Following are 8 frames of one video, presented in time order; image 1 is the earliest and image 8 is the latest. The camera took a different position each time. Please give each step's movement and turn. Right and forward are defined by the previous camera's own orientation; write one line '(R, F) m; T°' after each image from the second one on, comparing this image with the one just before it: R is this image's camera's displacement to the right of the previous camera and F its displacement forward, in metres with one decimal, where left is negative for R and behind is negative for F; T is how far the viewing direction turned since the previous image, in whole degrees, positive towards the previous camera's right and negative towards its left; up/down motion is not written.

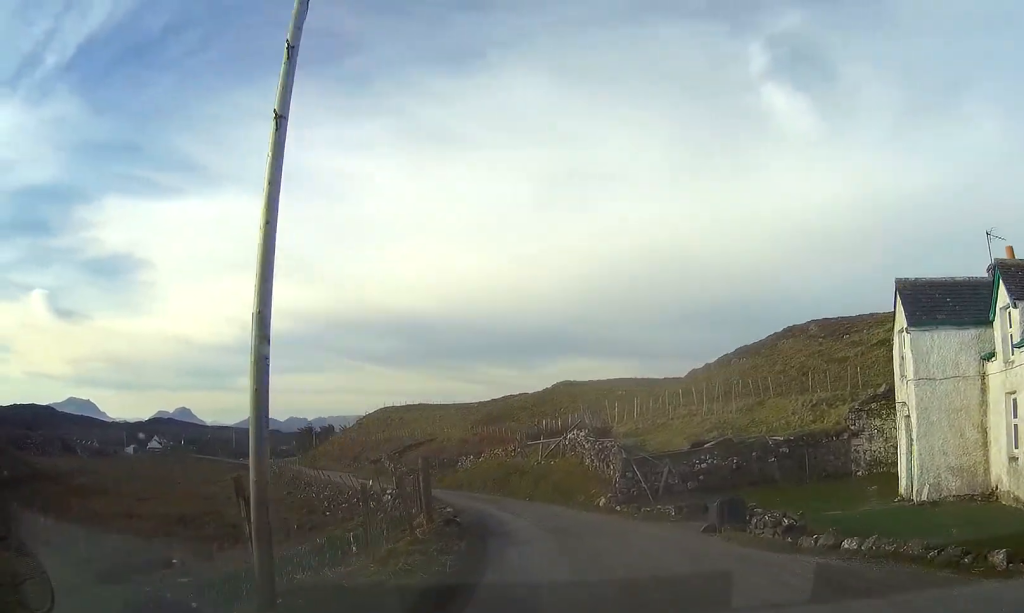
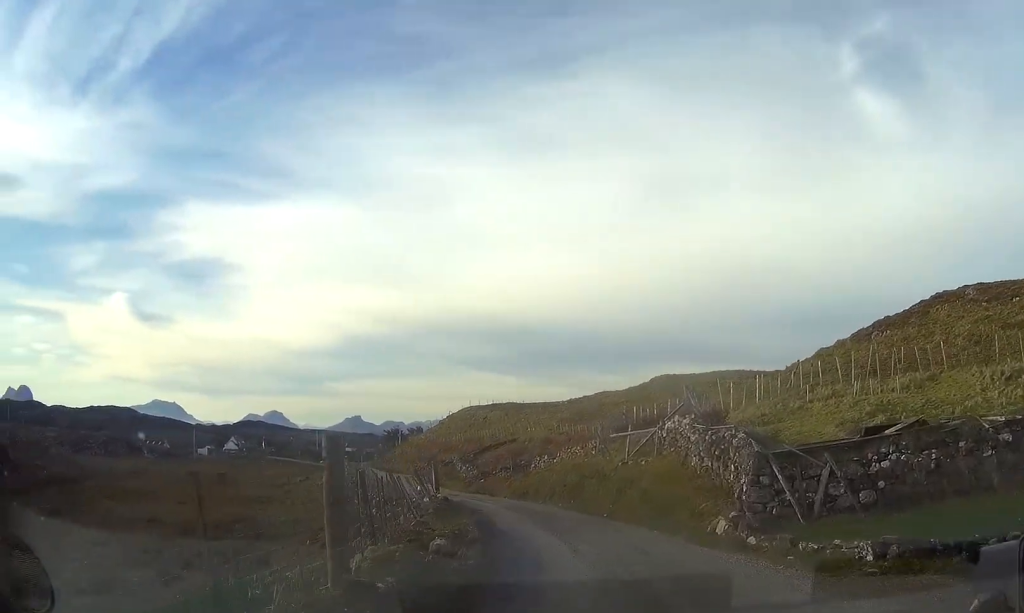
(-0.3, +9.4) m; -6°
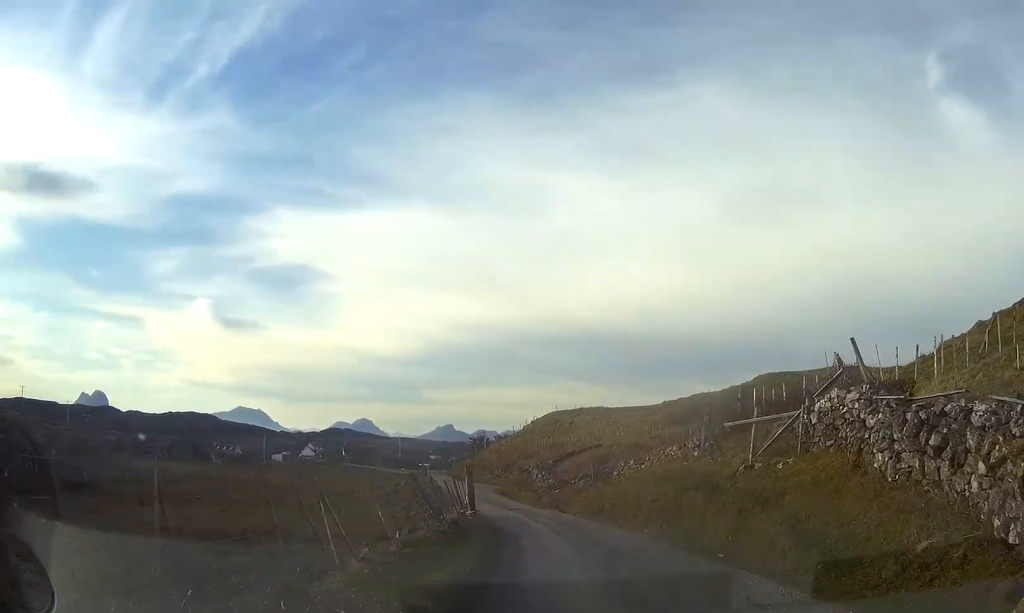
(-0.6, +8.7) m; -5°
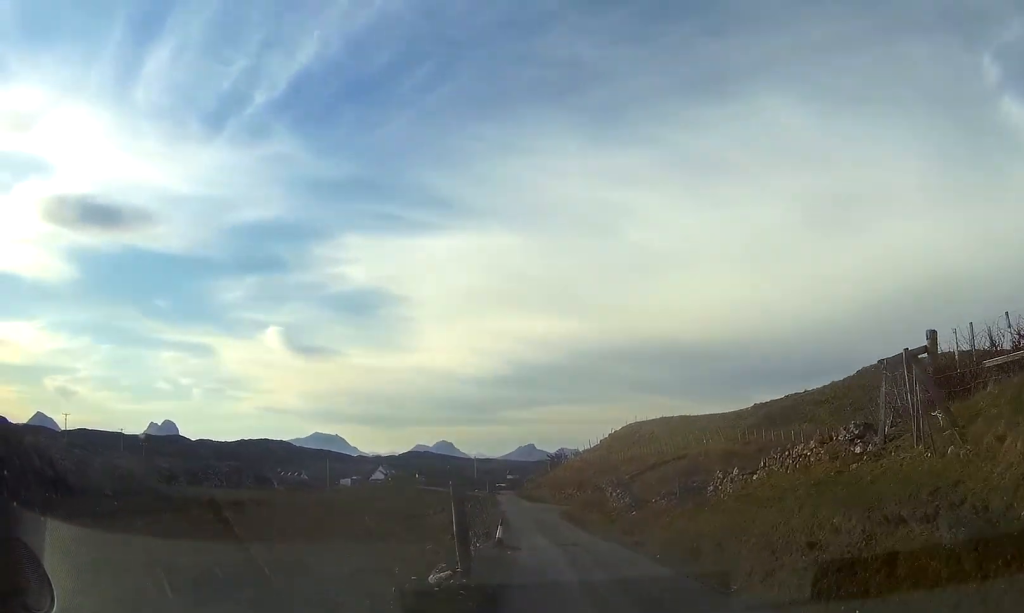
(-0.4, +9.2) m; -4°
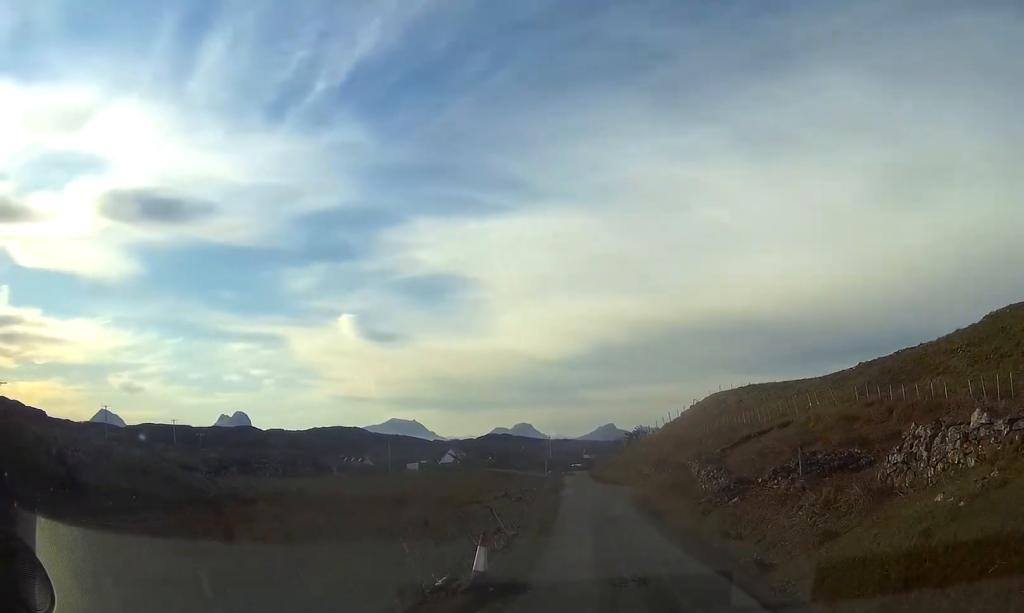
(-0.4, +11.2) m; -4°
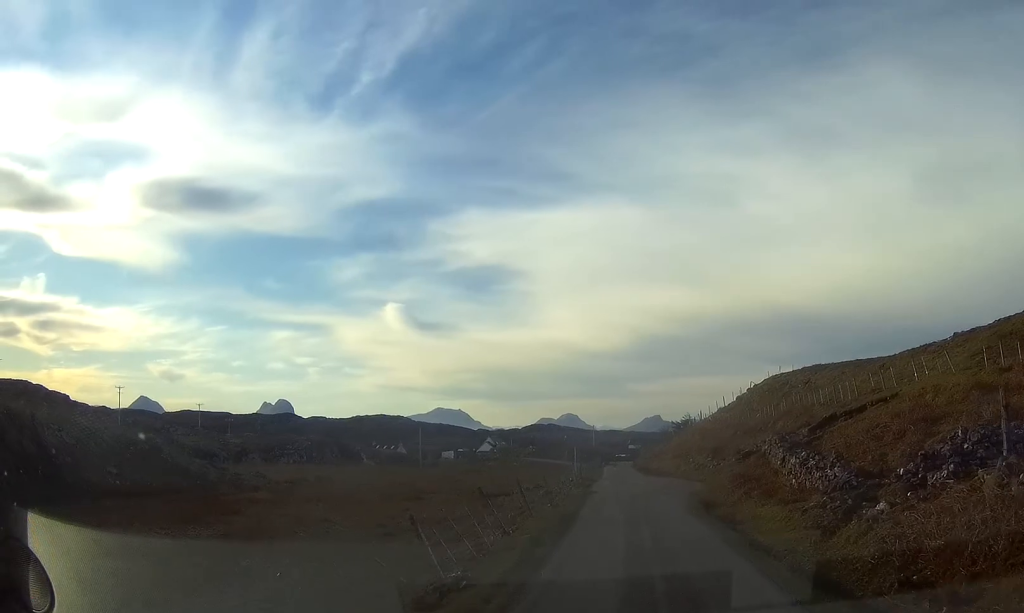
(-0.4, +11.1) m; -3°
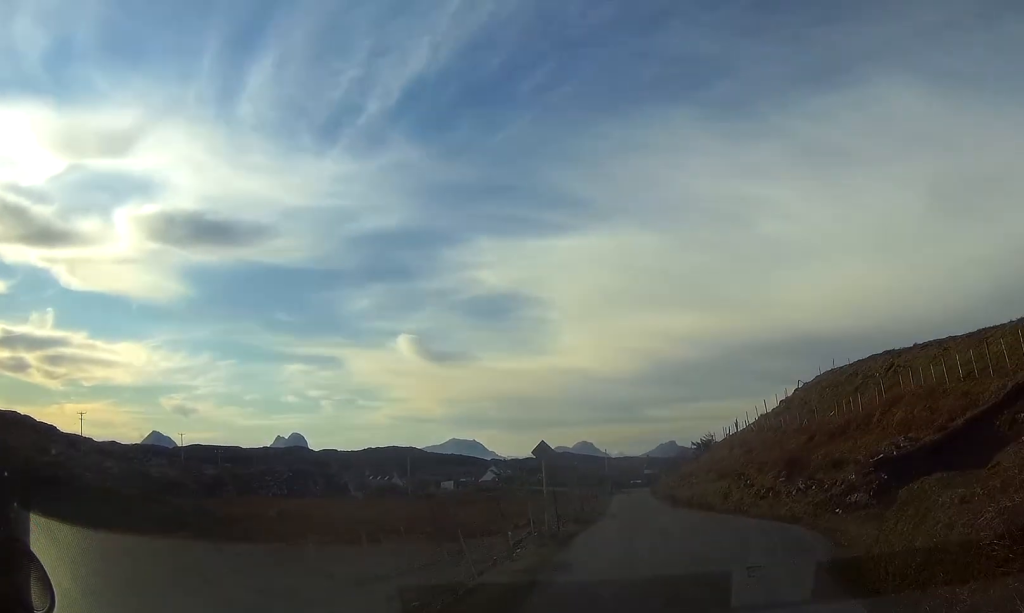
(-0.2, +19.8) m; 0°
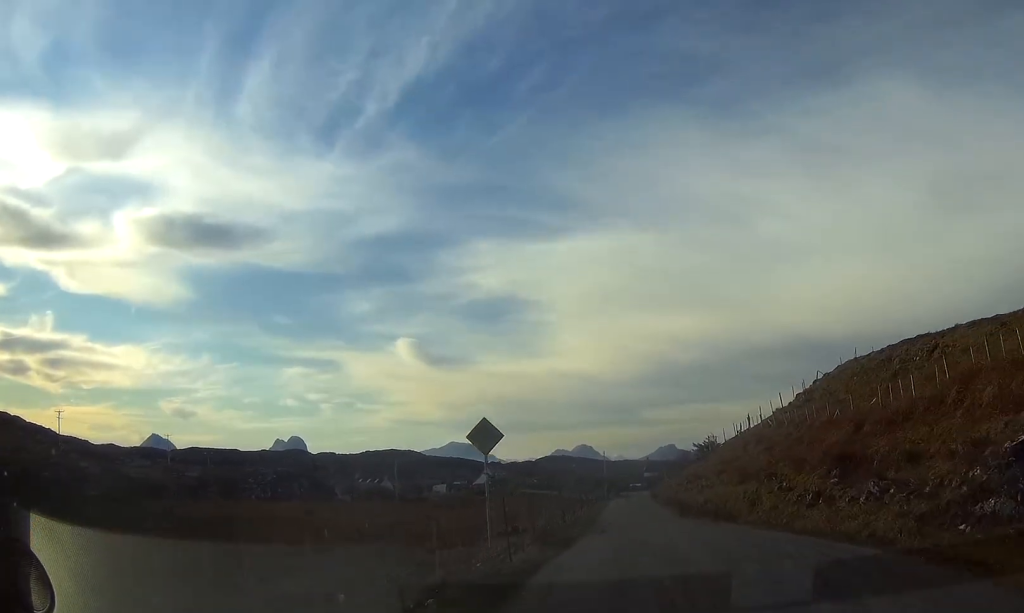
(+0.1, +7.8) m; 0°
